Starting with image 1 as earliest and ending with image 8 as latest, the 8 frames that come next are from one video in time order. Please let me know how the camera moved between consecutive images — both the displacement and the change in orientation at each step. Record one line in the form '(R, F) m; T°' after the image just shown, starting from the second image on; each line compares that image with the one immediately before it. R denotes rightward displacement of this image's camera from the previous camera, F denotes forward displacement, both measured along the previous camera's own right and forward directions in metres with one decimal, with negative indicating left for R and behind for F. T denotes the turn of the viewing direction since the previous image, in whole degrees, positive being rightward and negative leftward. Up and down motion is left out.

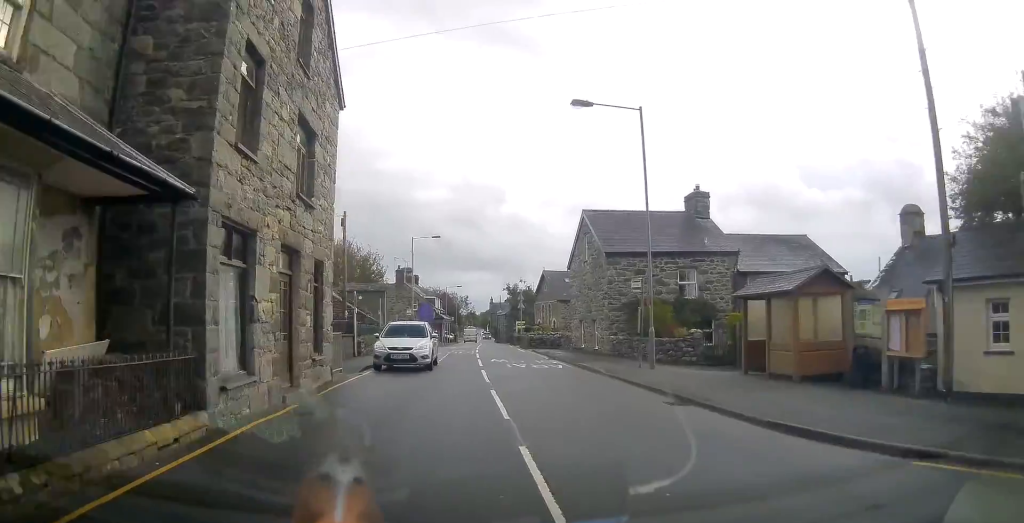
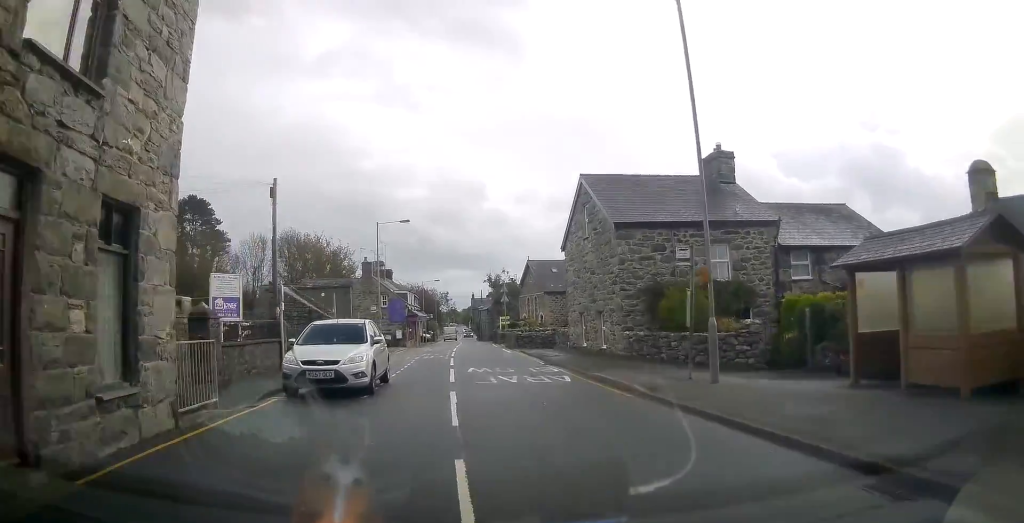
(0.0, +6.9) m; +1°
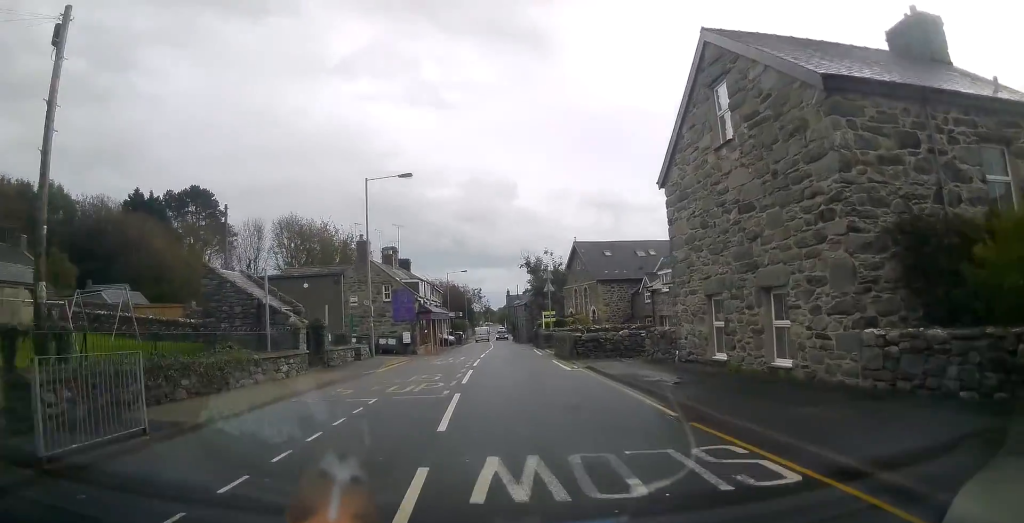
(+0.2, +13.3) m; 0°
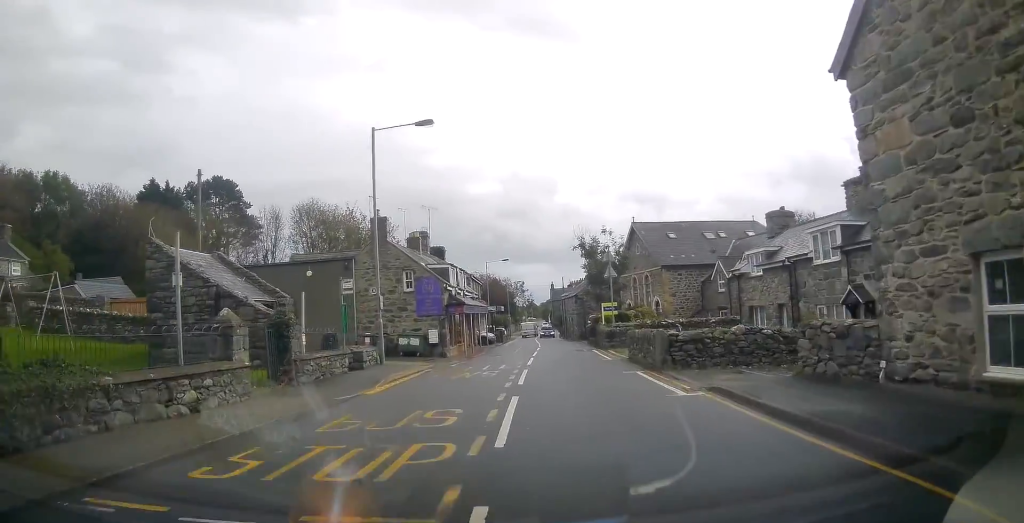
(0.0, +7.6) m; -2°
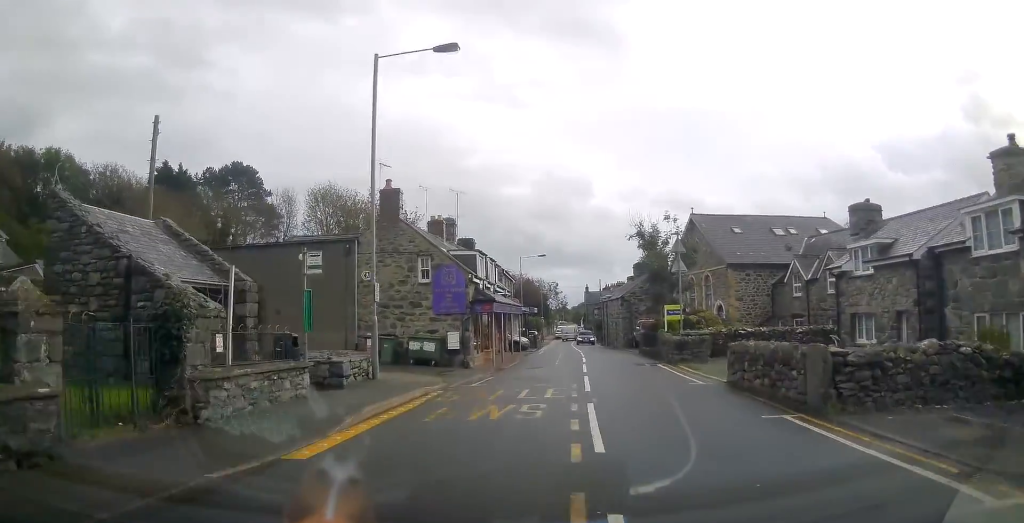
(-0.2, +6.5) m; -2°
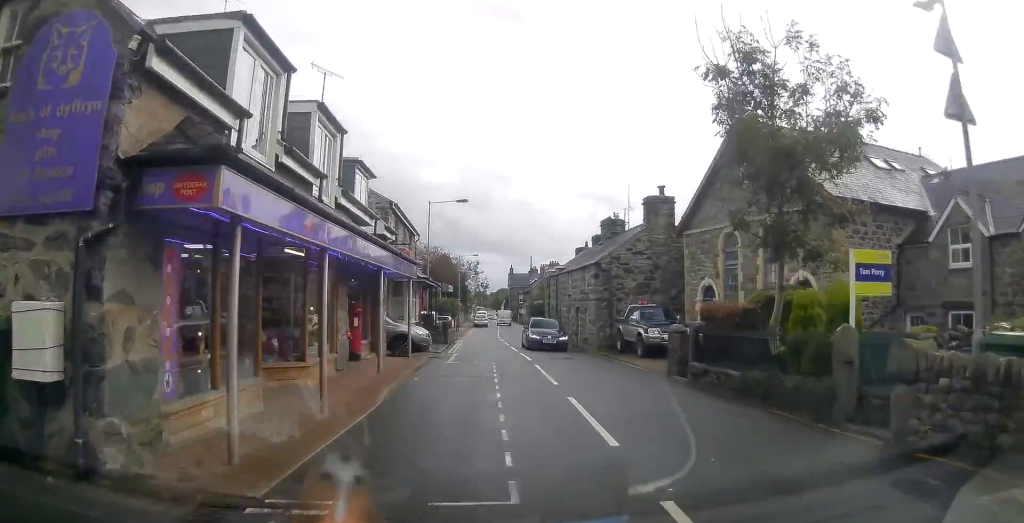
(-0.1, +18.8) m; +2°
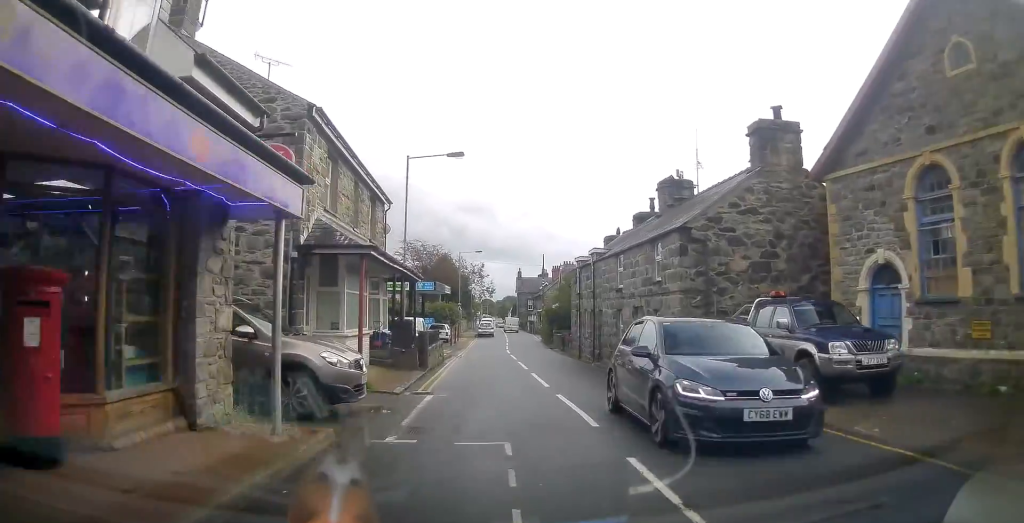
(+0.3, +11.3) m; +2°
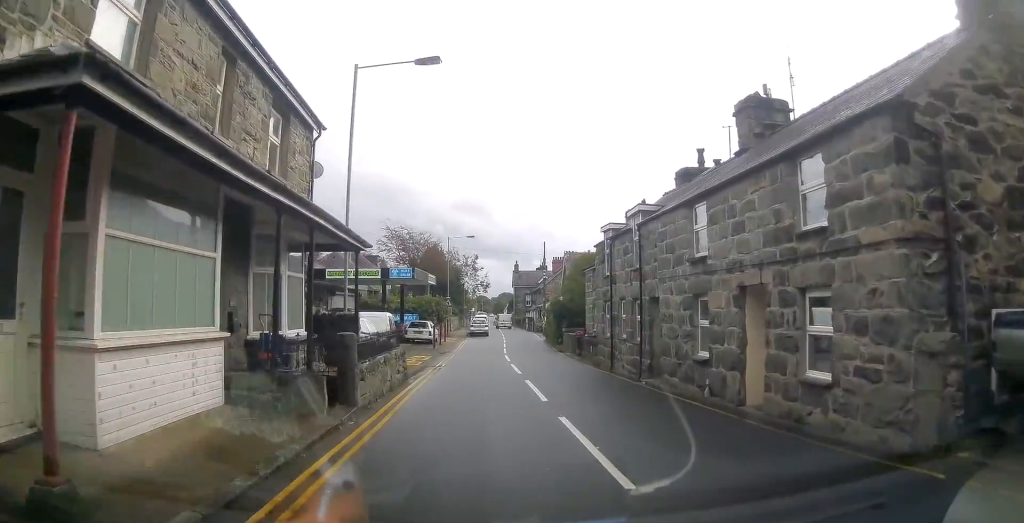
(0.0, +8.7) m; 0°
